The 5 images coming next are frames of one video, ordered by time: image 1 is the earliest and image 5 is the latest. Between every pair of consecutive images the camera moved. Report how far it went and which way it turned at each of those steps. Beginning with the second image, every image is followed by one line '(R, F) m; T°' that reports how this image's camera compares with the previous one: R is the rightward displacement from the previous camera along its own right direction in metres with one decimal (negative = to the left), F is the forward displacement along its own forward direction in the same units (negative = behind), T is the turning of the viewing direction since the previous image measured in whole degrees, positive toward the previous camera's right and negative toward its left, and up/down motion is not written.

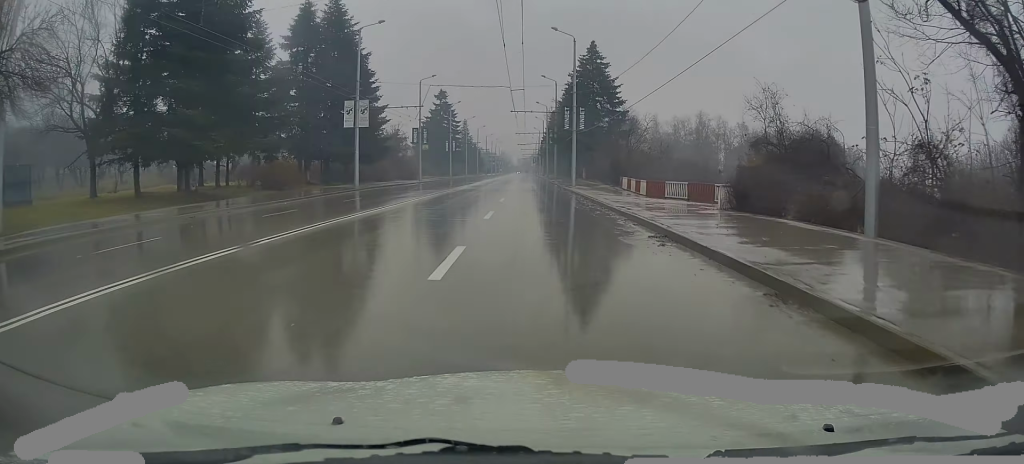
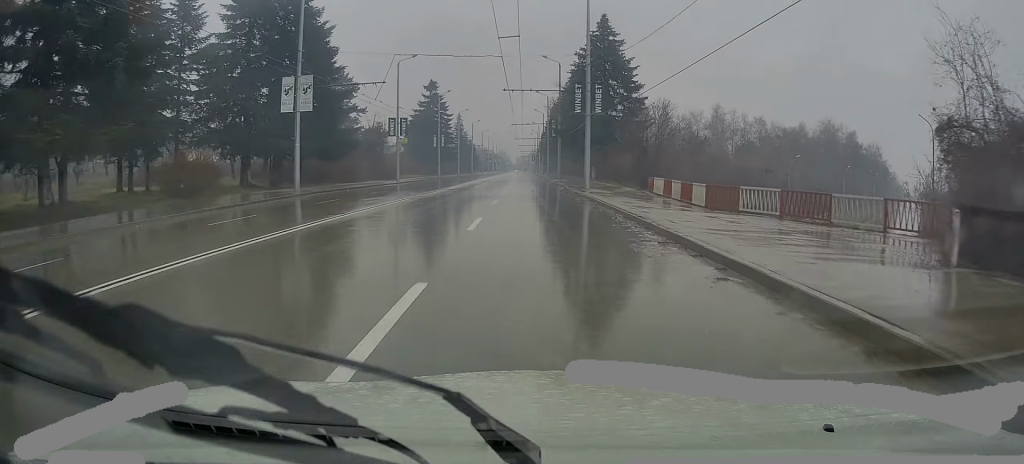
(+0.2, +12.6) m; 0°
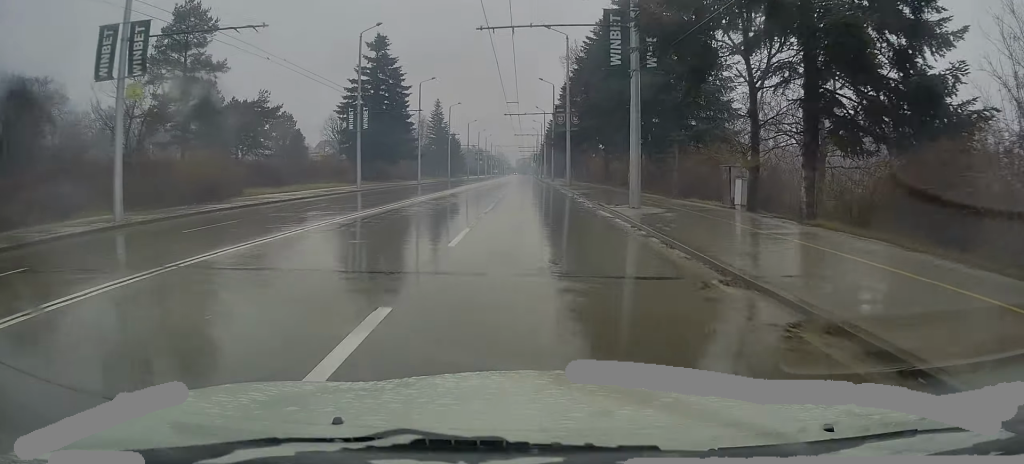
(-1.1, +46.6) m; -2°
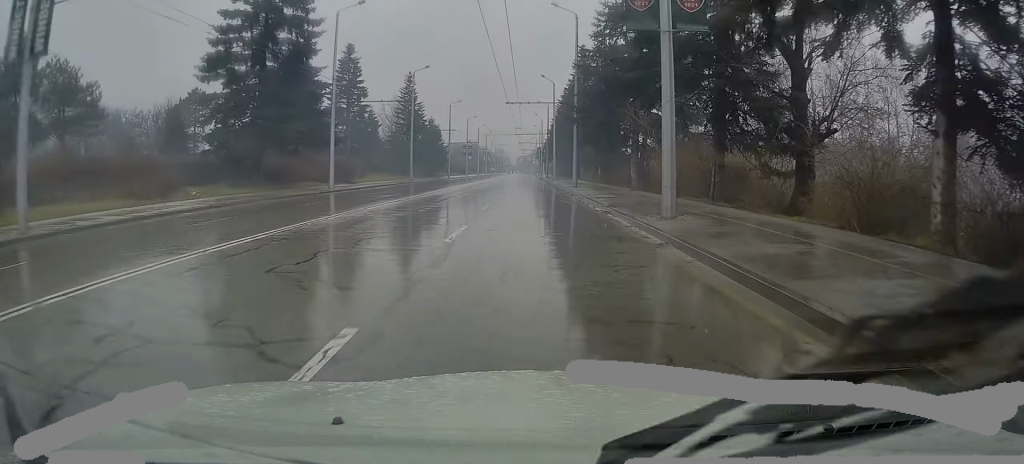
(+0.4, +36.7) m; 0°
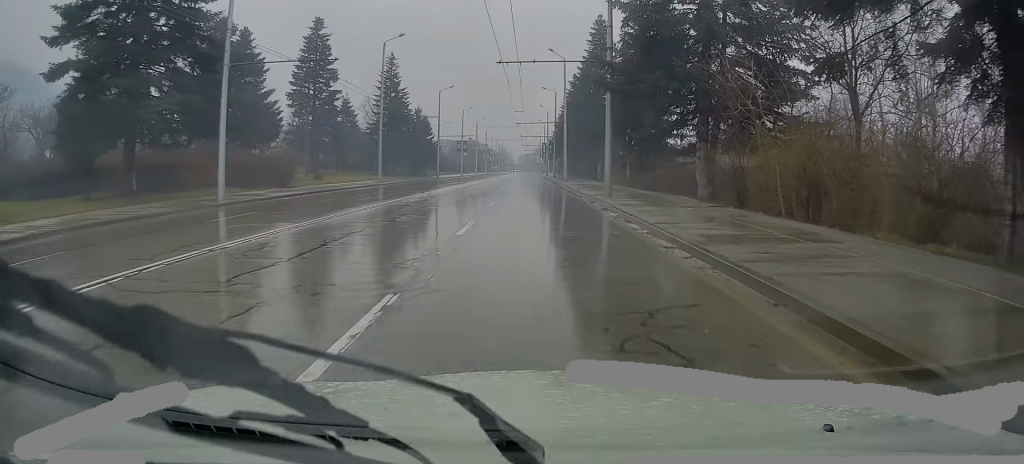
(-0.2, +16.9) m; -1°
